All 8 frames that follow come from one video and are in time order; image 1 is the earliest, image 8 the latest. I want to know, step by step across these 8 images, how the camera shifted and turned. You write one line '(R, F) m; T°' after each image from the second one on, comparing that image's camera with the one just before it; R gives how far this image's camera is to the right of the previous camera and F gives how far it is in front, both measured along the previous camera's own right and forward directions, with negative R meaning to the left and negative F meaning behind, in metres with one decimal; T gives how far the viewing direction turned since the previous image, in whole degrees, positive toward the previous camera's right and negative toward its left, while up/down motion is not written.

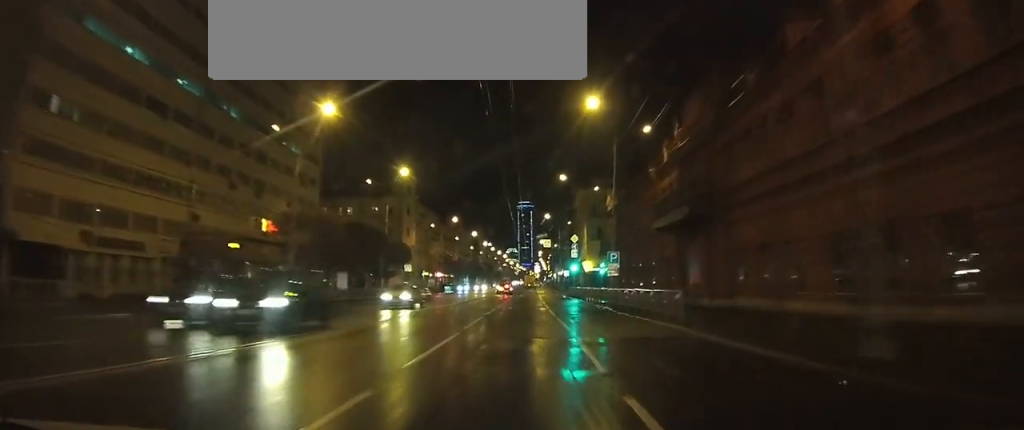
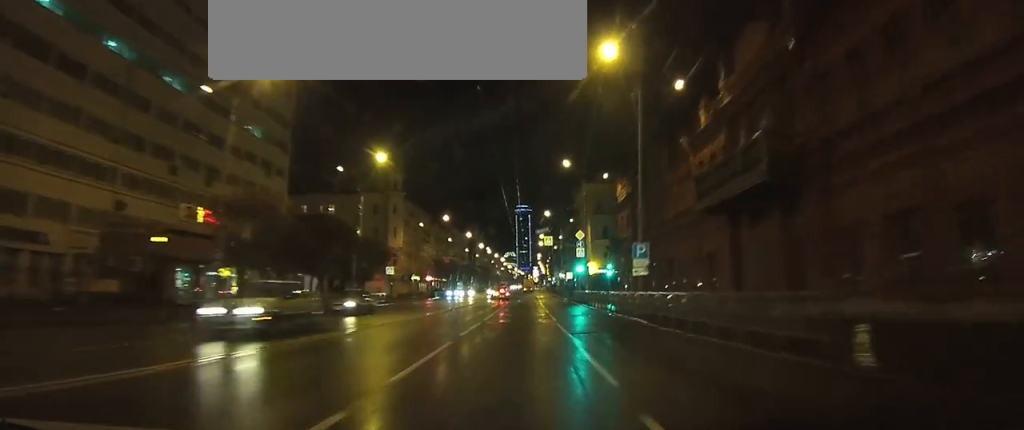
(0.0, +8.8) m; 0°
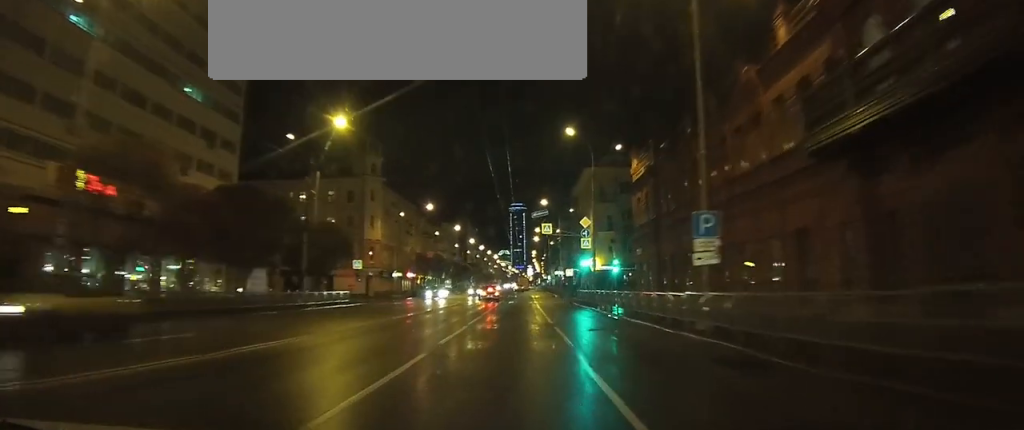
(0.0, +10.3) m; 0°
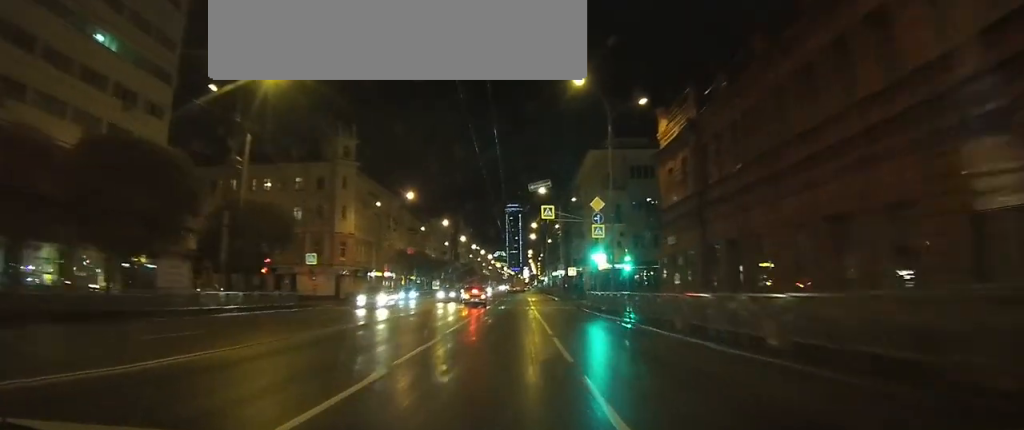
(0.0, +10.8) m; 0°
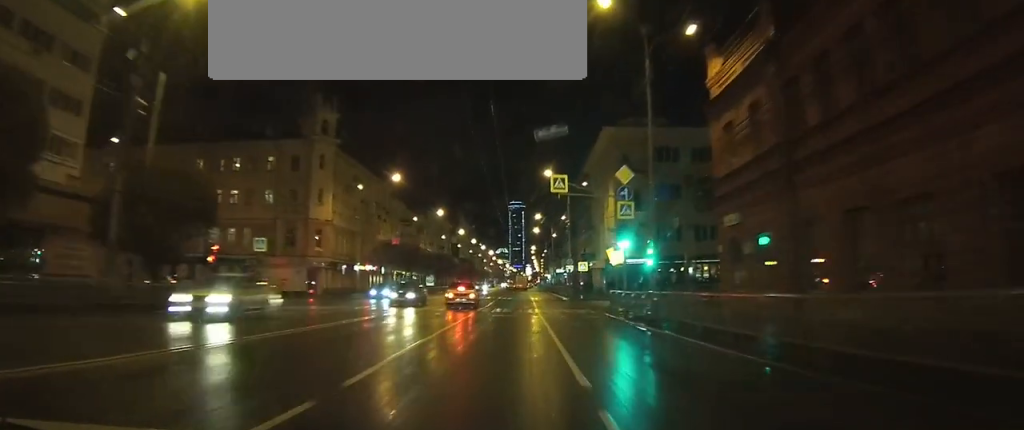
(0.0, +9.2) m; 0°
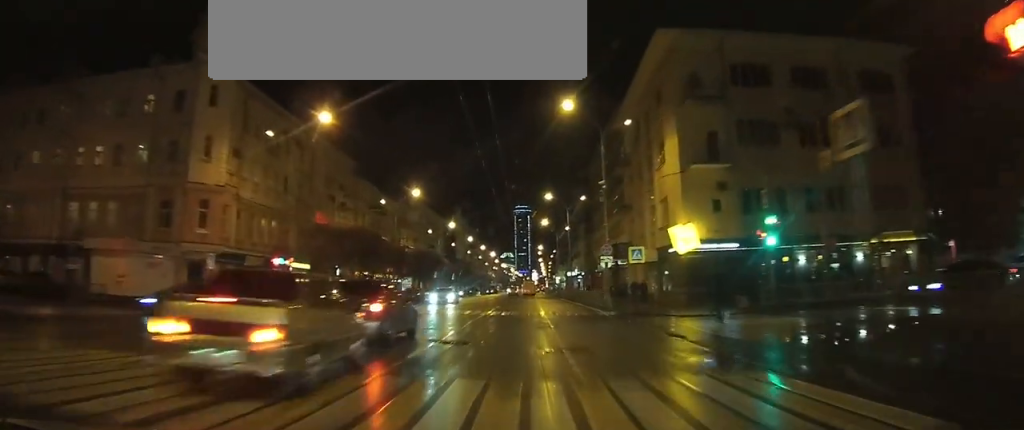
(-0.1, +24.2) m; -1°
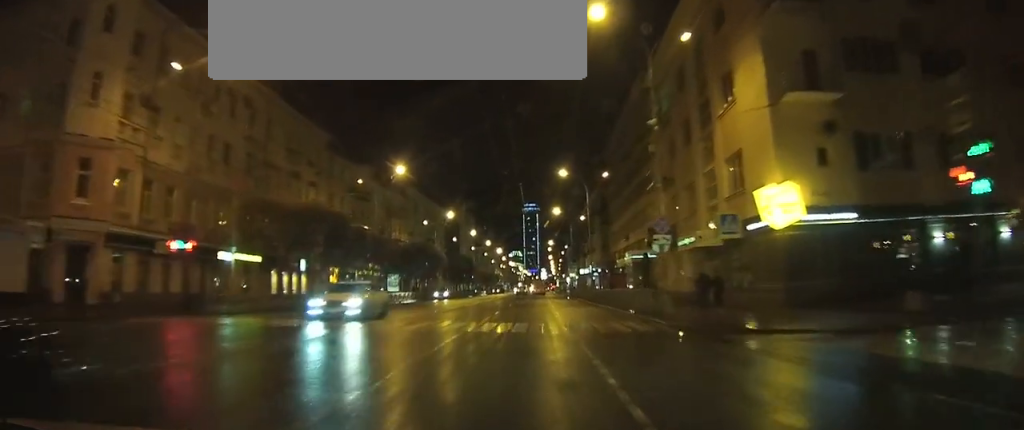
(-0.1, +13.0) m; 0°
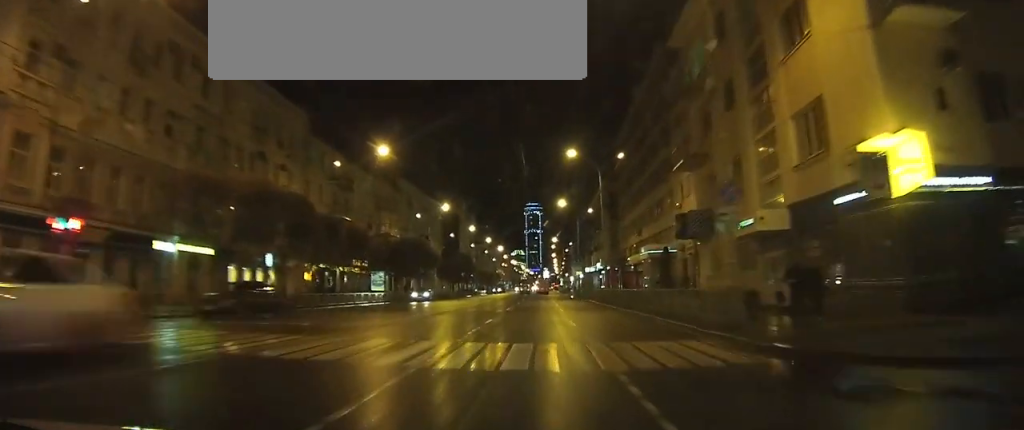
(0.0, +7.9) m; 0°
